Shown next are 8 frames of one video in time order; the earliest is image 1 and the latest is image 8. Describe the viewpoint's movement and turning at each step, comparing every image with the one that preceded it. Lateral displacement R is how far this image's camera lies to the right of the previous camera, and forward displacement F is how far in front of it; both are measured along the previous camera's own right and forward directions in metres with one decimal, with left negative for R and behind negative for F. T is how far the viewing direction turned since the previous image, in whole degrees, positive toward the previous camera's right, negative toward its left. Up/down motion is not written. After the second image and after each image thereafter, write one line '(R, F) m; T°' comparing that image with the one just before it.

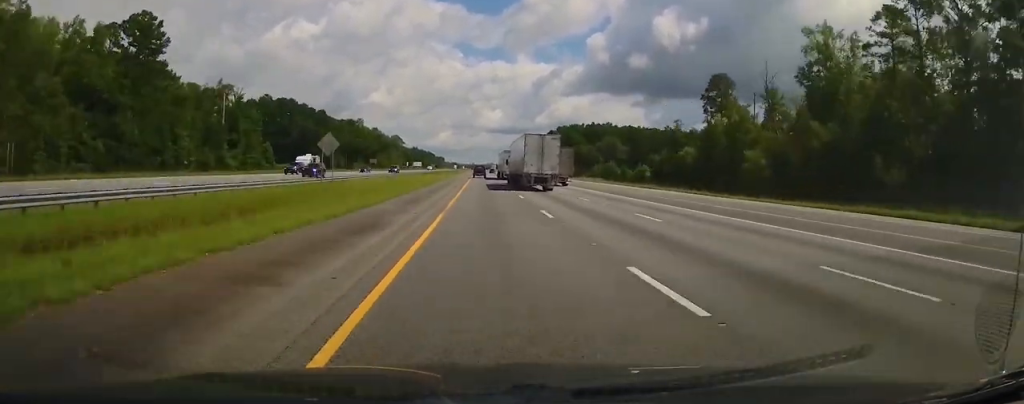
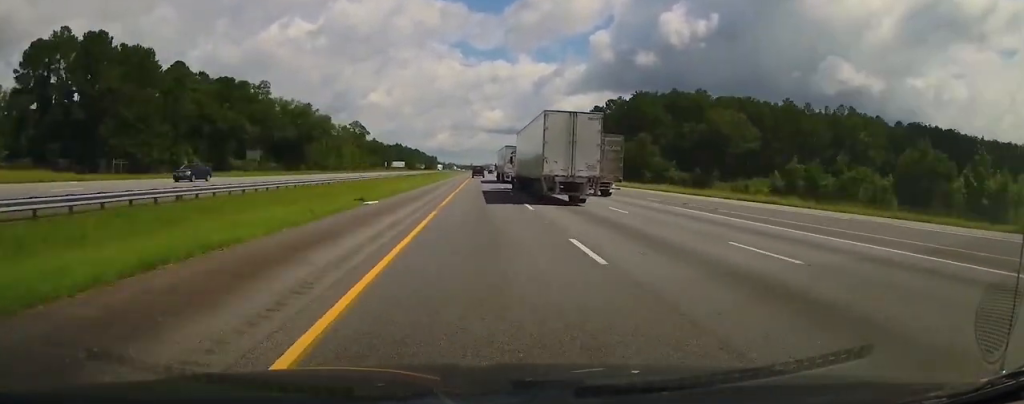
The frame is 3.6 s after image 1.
(-0.7, +119.7) m; 0°
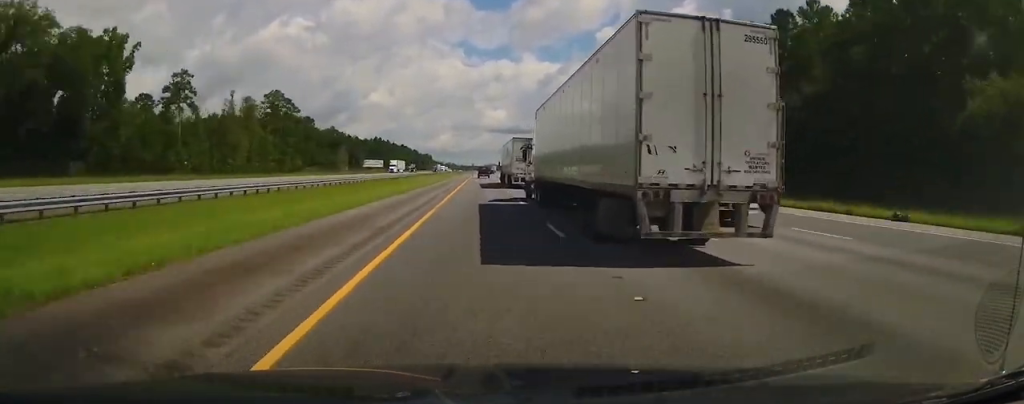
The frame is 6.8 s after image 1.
(+0.8, +105.8) m; +1°
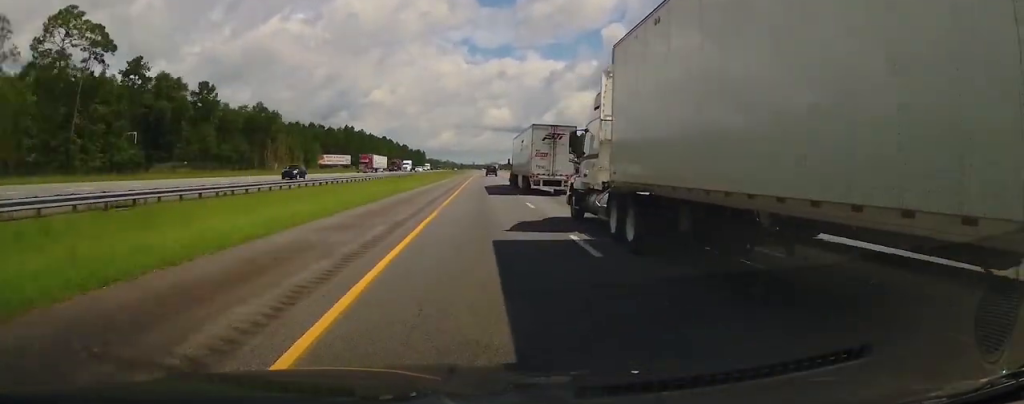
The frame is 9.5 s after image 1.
(+1.1, +87.2) m; 0°
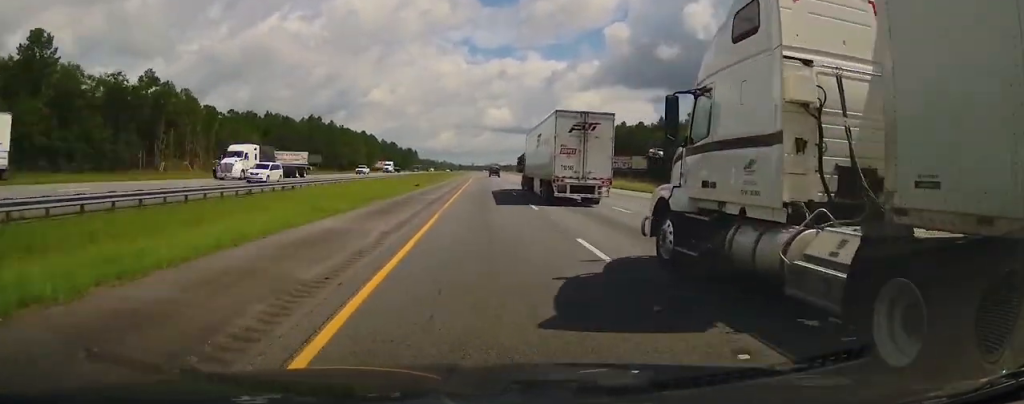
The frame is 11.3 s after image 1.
(-0.1, +60.4) m; 0°
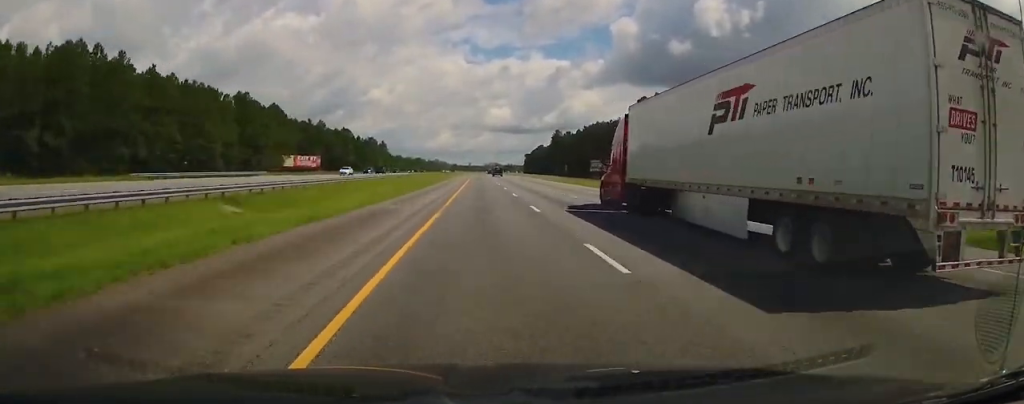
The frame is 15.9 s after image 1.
(-0.8, +144.1) m; 0°
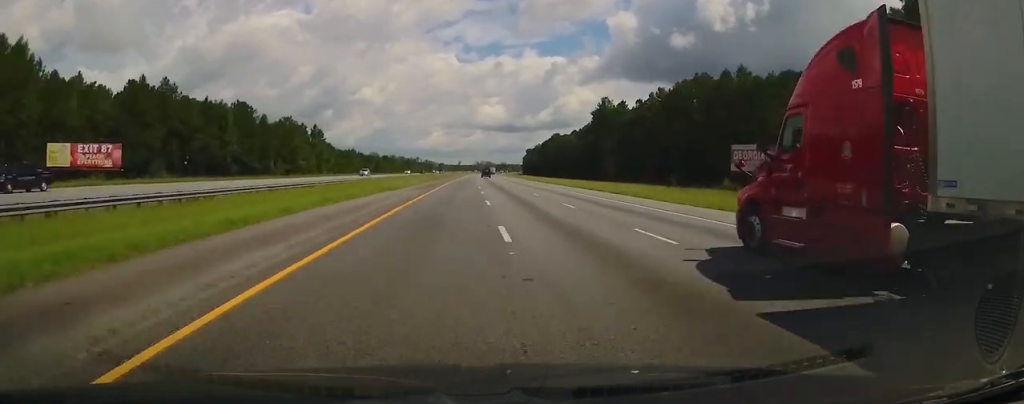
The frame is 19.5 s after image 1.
(+1.2, +111.0) m; 0°
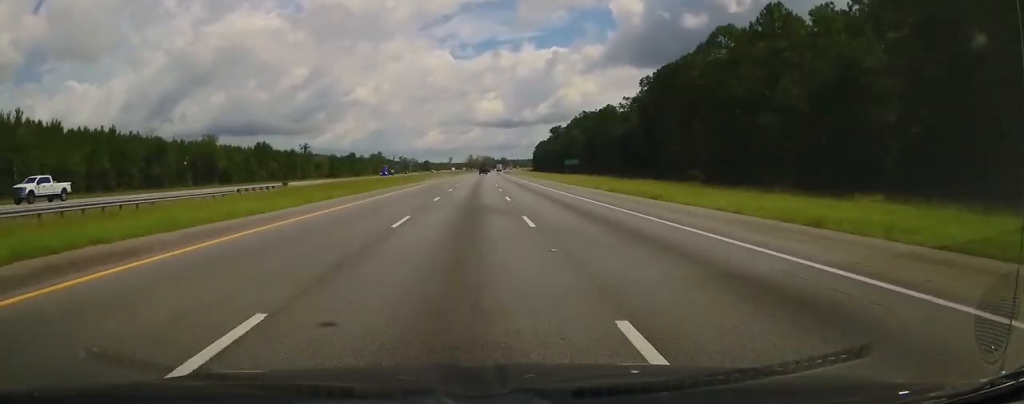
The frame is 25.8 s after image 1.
(0.0, +178.9) m; +1°
